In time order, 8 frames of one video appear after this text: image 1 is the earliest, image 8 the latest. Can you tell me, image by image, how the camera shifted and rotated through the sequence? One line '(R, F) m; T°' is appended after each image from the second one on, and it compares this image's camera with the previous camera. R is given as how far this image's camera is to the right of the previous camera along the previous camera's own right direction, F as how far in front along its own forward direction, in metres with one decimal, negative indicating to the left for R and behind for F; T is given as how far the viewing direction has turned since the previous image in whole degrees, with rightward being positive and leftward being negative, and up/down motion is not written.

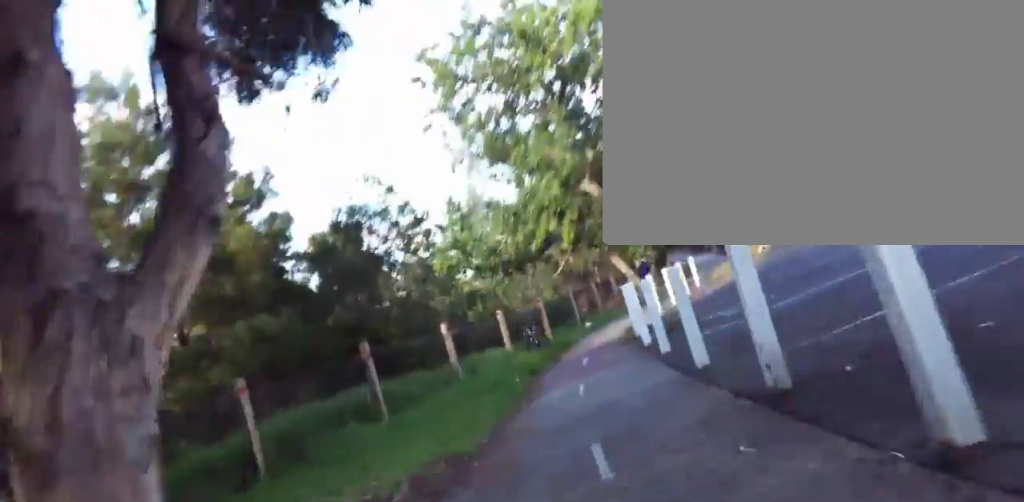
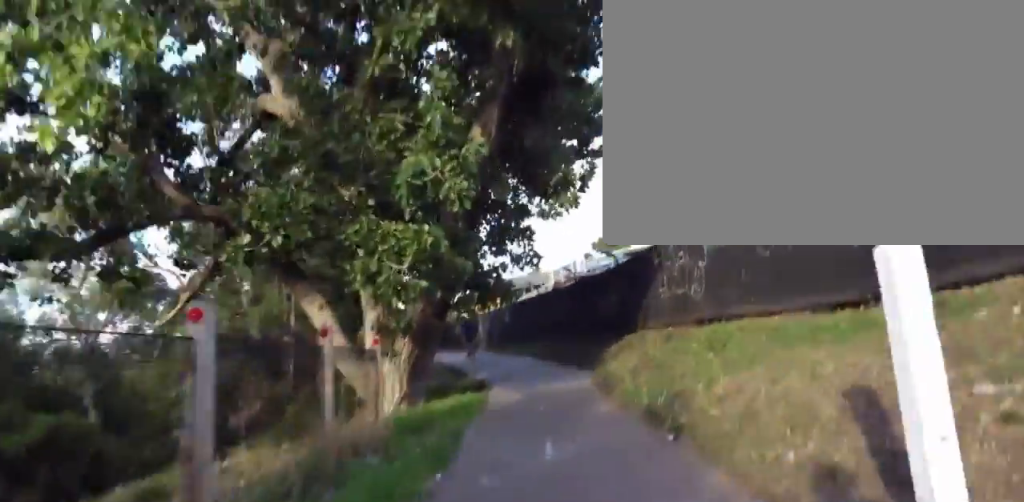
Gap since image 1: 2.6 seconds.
(+8.7, +19.4) m; +34°
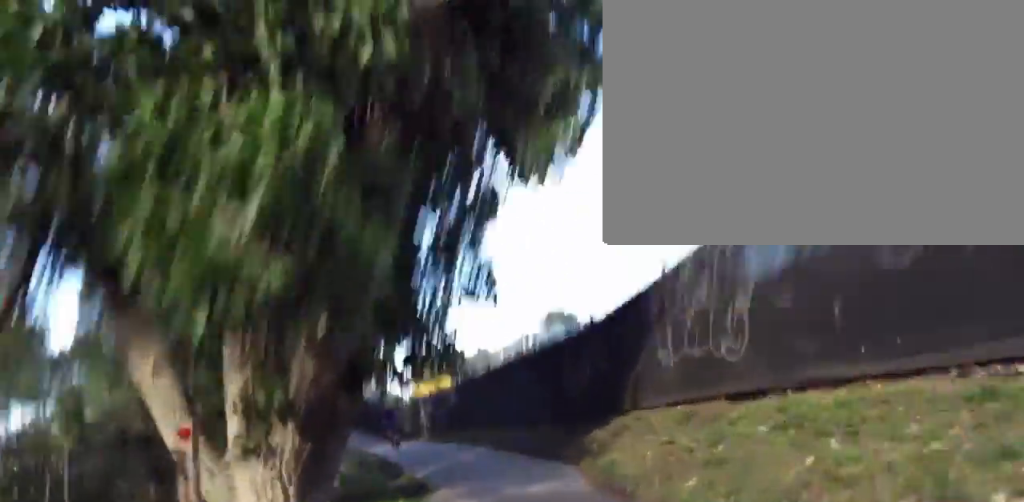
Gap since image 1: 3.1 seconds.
(-0.2, +3.8) m; +4°
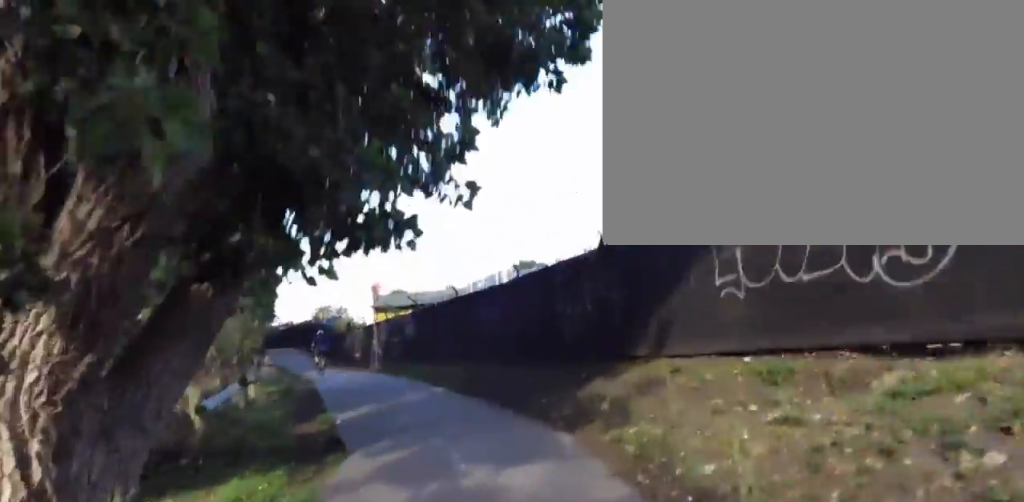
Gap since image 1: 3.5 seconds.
(-0.3, +3.5) m; +4°
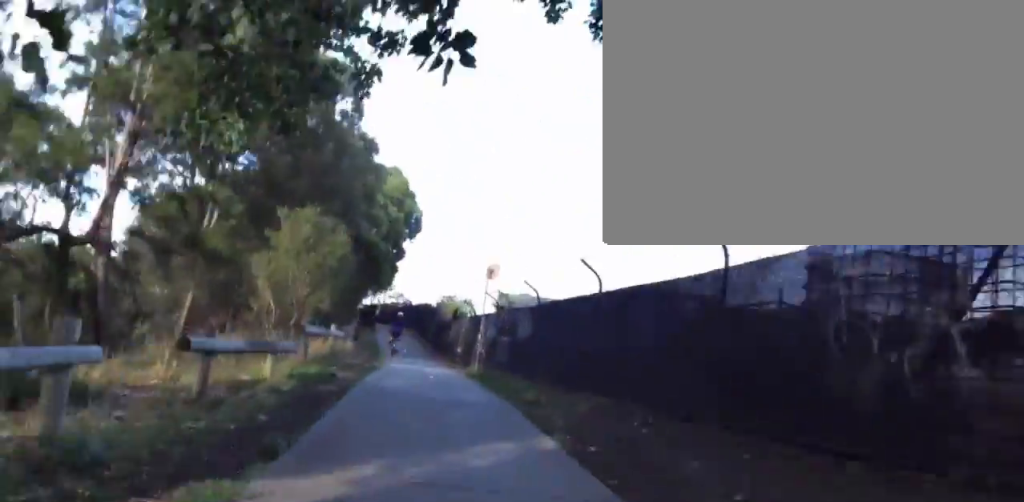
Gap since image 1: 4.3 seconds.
(+1.1, +5.4) m; 0°
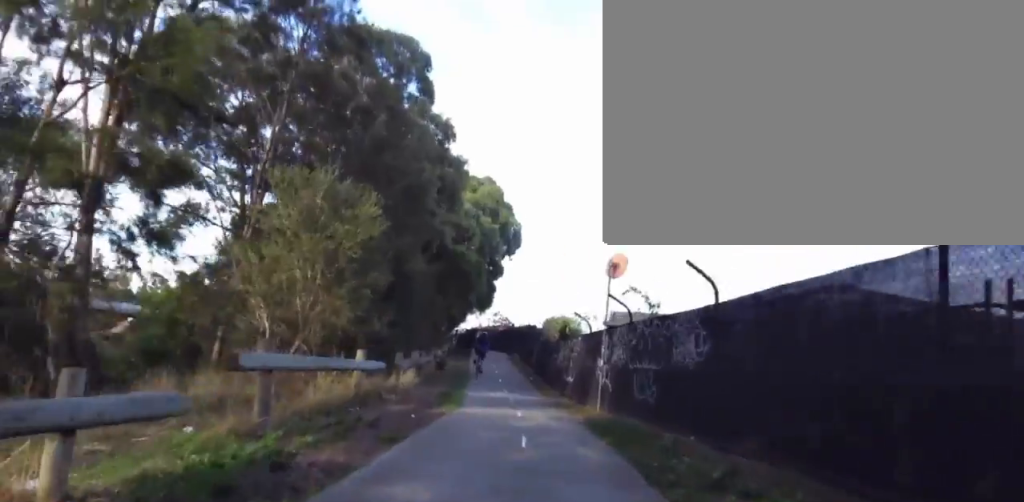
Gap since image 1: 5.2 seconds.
(-0.7, +6.2) m; -11°
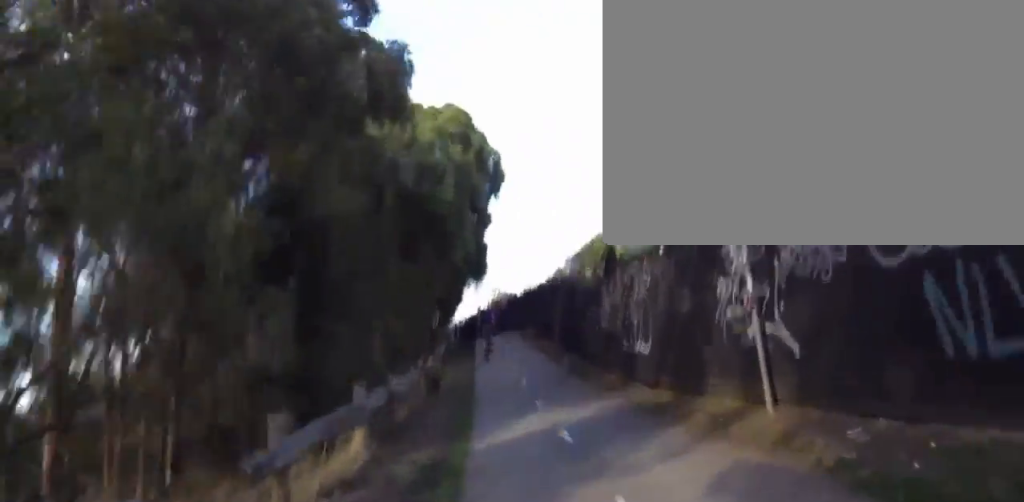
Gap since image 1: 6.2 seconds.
(-0.9, +7.3) m; -11°
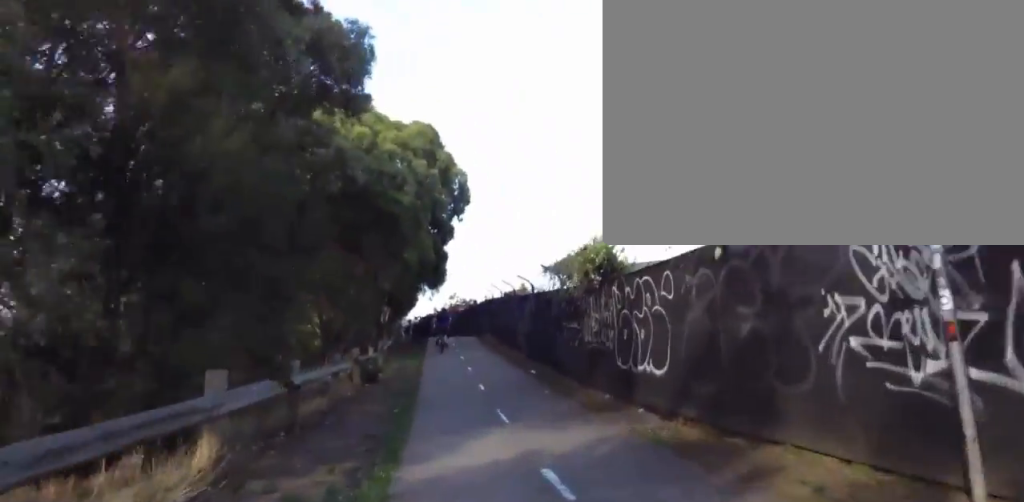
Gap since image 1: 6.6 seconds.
(0.0, +3.0) m; -3°
